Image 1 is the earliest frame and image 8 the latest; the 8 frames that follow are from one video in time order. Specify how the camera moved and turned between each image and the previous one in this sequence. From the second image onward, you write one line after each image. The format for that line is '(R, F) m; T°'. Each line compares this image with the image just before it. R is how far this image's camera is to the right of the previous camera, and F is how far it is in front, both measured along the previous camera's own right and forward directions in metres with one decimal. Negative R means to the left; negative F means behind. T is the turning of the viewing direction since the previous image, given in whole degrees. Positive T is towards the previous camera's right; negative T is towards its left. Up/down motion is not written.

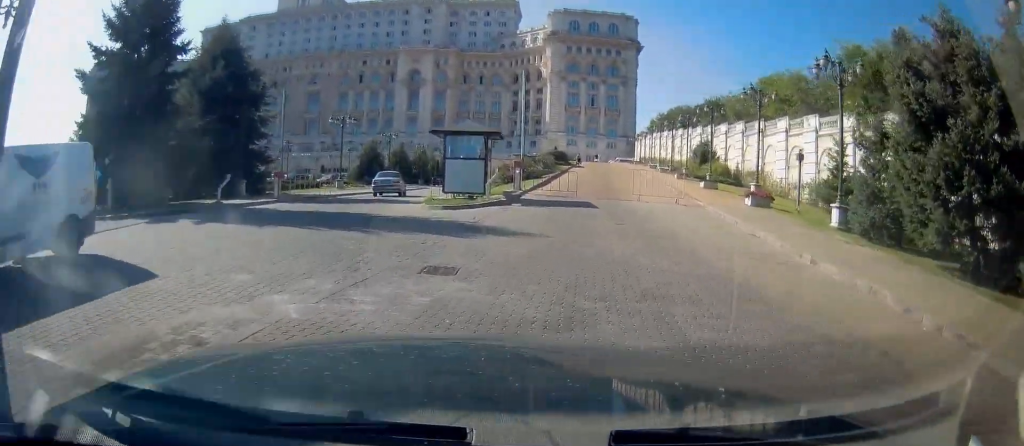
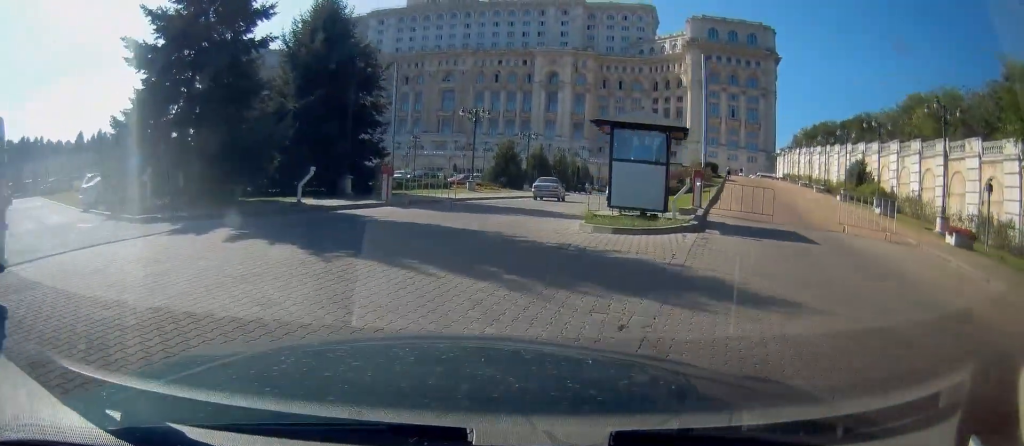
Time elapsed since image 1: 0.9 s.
(-0.8, +5.6) m; -10°
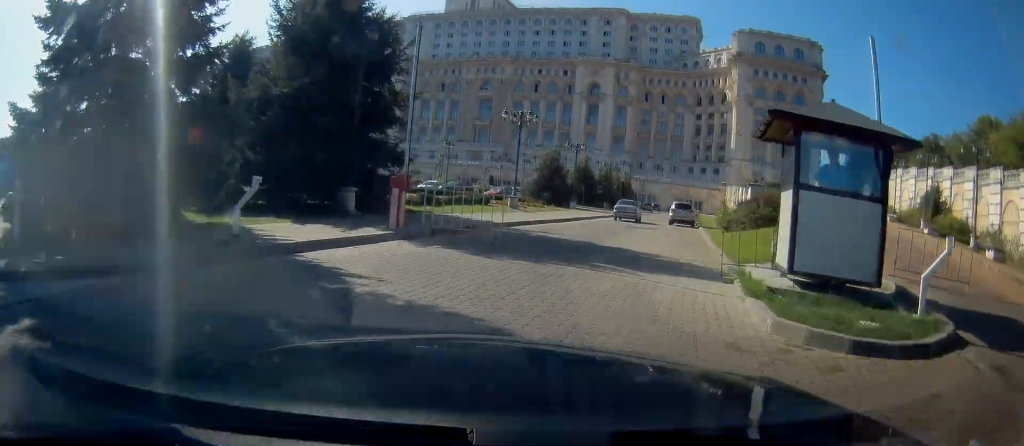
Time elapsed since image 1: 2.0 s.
(-0.5, +7.3) m; -4°
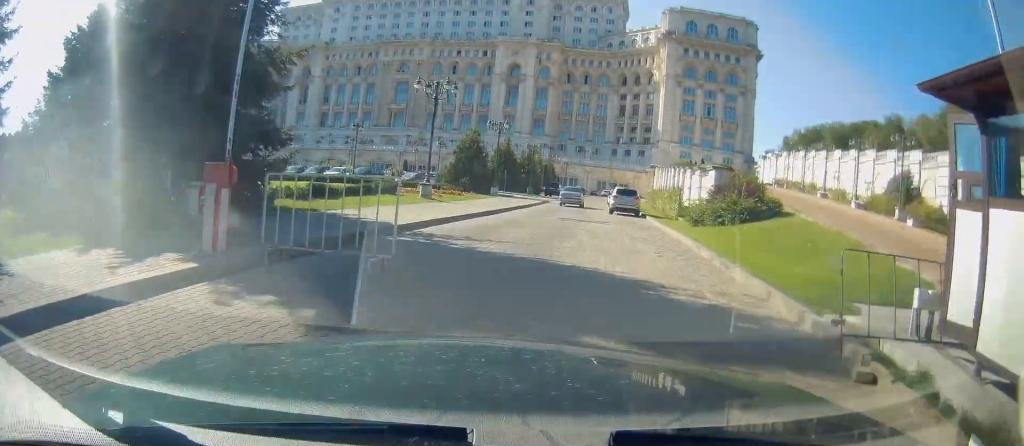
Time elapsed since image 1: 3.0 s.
(0.0, +6.2) m; +5°
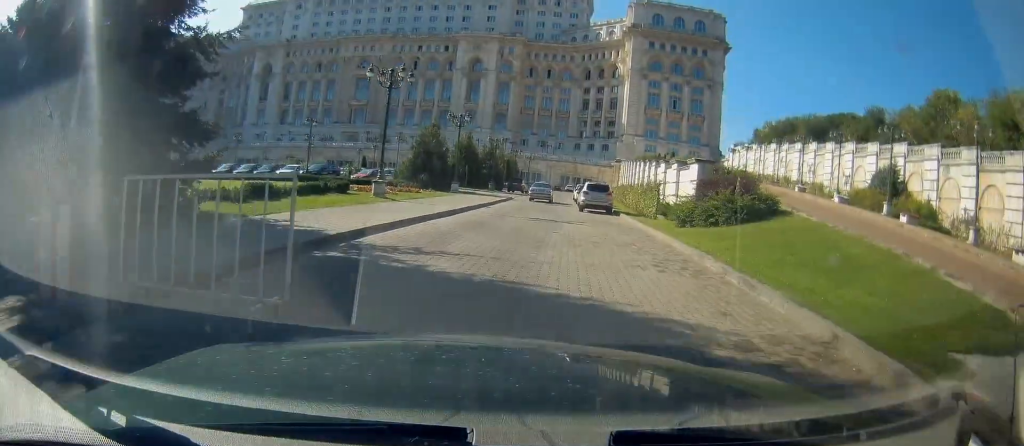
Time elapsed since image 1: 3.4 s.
(+0.1, +2.7) m; +2°
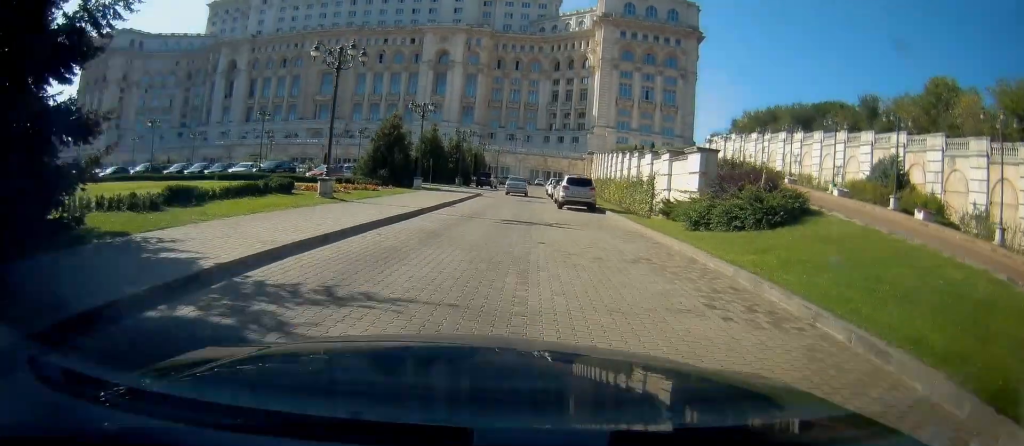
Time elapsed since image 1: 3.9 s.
(+0.2, +3.9) m; +3°
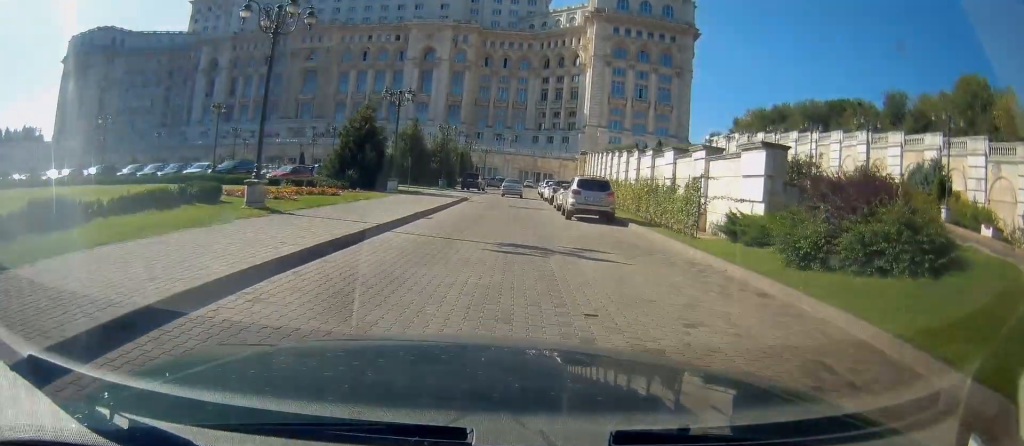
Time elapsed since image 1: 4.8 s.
(+0.1, +6.3) m; +2°
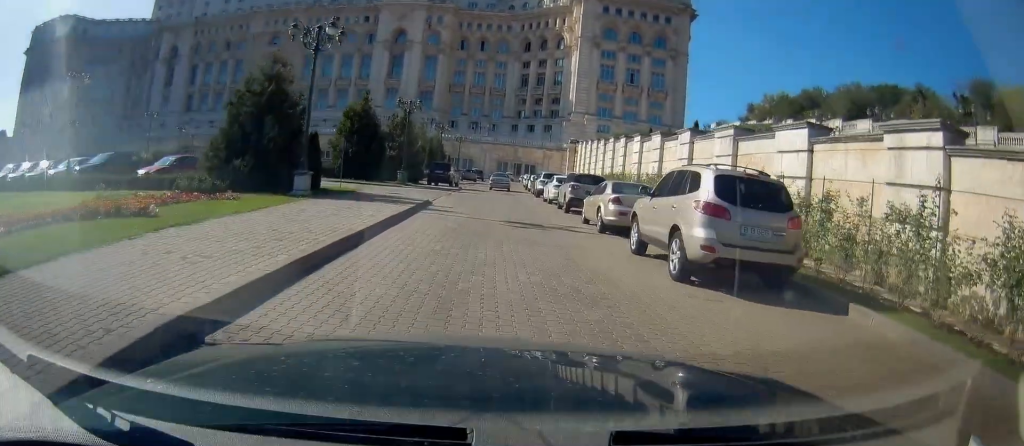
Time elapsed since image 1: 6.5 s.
(+0.4, +14.1) m; +3°
